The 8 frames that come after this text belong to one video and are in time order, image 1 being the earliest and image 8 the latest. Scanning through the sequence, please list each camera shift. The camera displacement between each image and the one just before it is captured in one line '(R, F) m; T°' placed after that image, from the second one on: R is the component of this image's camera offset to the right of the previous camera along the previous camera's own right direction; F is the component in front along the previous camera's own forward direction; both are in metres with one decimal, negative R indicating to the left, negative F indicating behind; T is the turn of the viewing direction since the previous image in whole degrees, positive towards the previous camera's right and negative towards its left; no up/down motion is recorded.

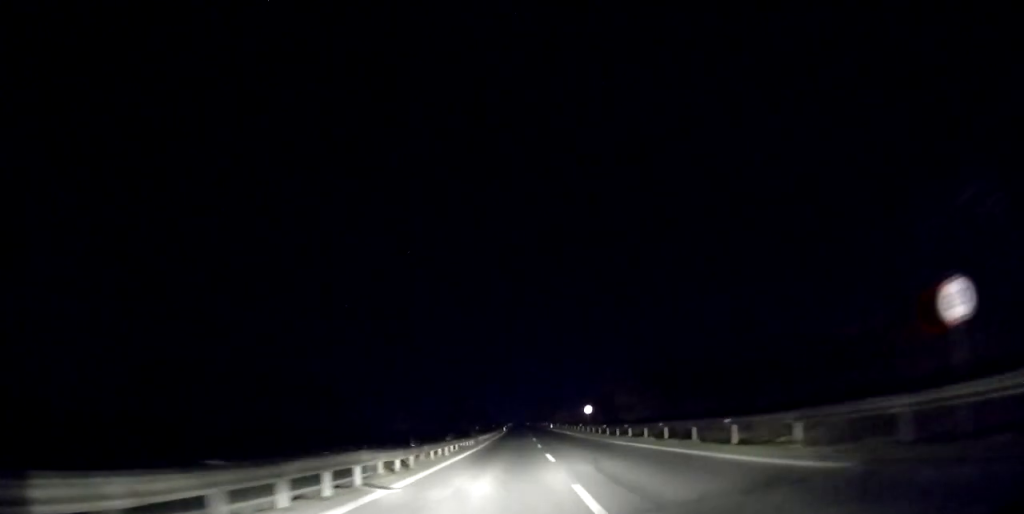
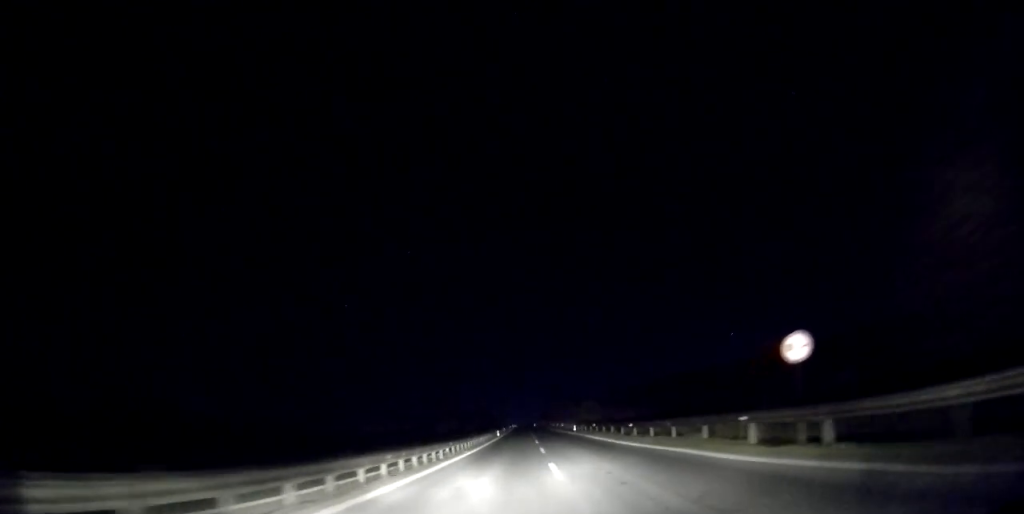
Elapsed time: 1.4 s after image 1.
(-0.1, +41.5) m; 0°
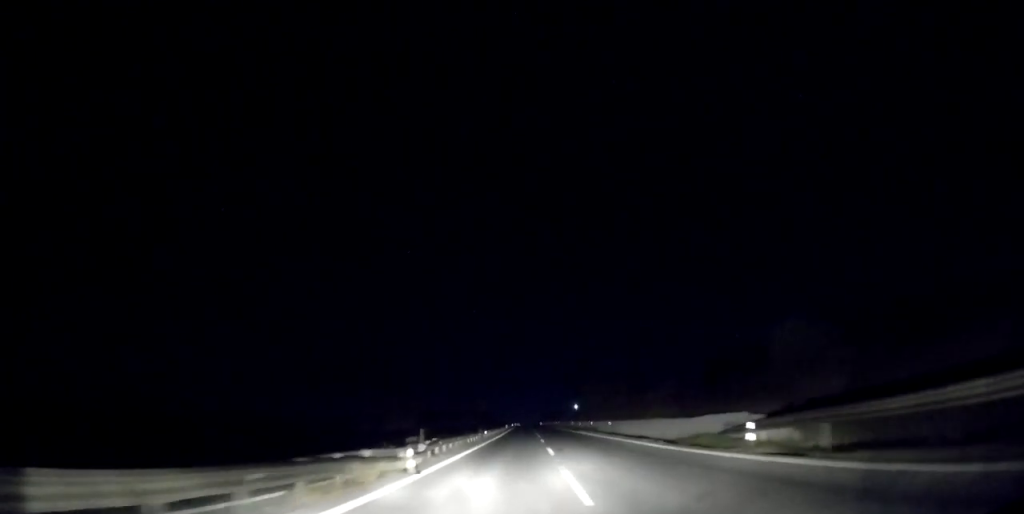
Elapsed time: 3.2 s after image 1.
(-0.8, +51.4) m; -1°
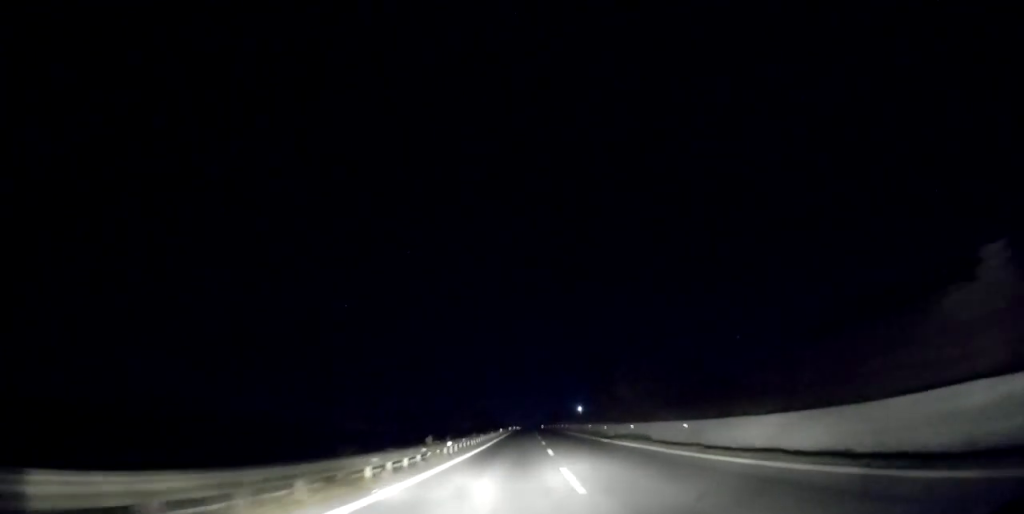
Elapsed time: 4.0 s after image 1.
(+0.4, +21.9) m; +1°
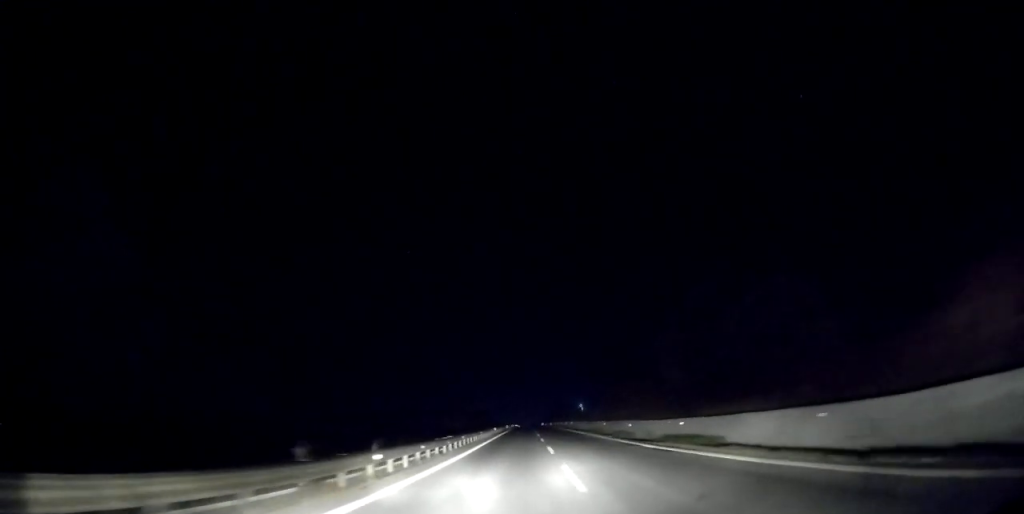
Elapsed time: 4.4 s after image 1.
(0.0, +11.7) m; 0°
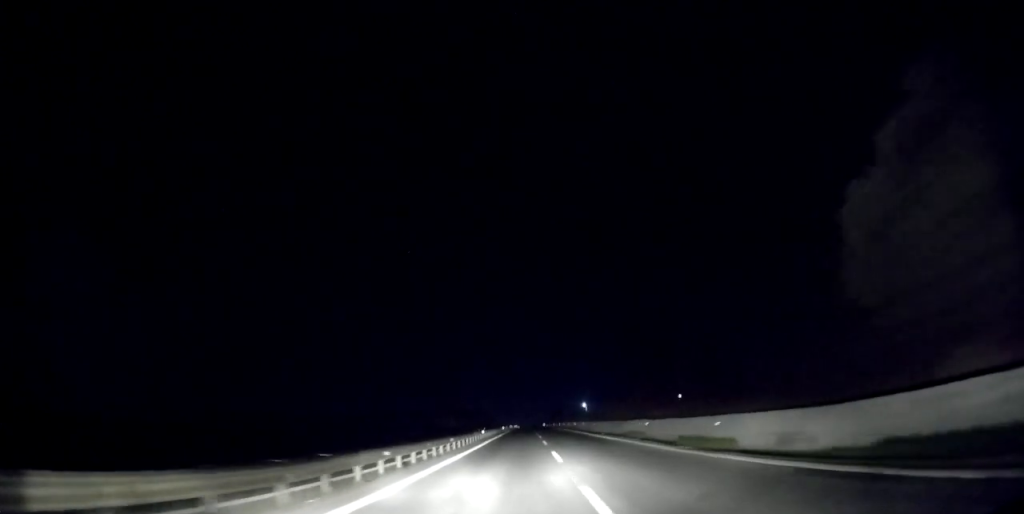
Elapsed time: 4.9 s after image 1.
(0.0, +16.6) m; 0°
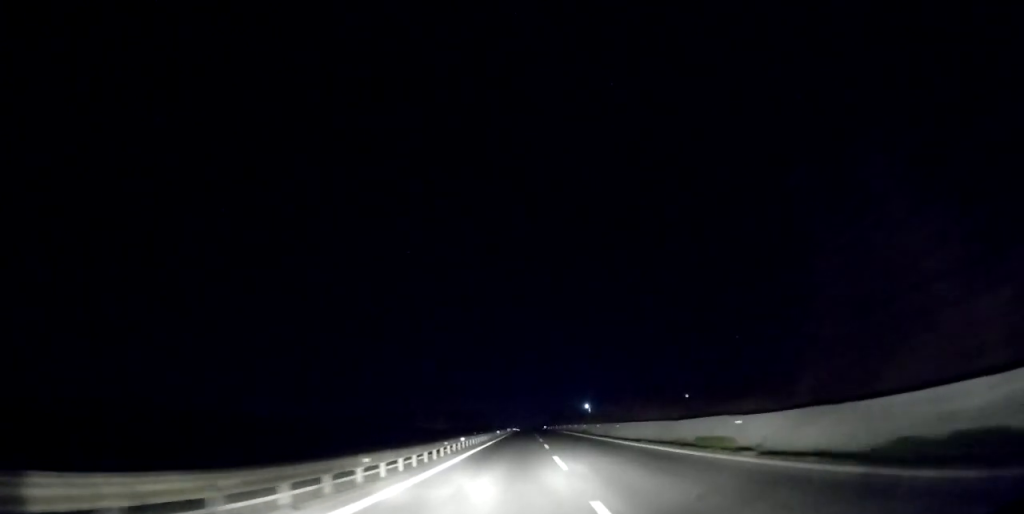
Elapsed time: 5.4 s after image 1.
(0.0, +13.7) m; 0°
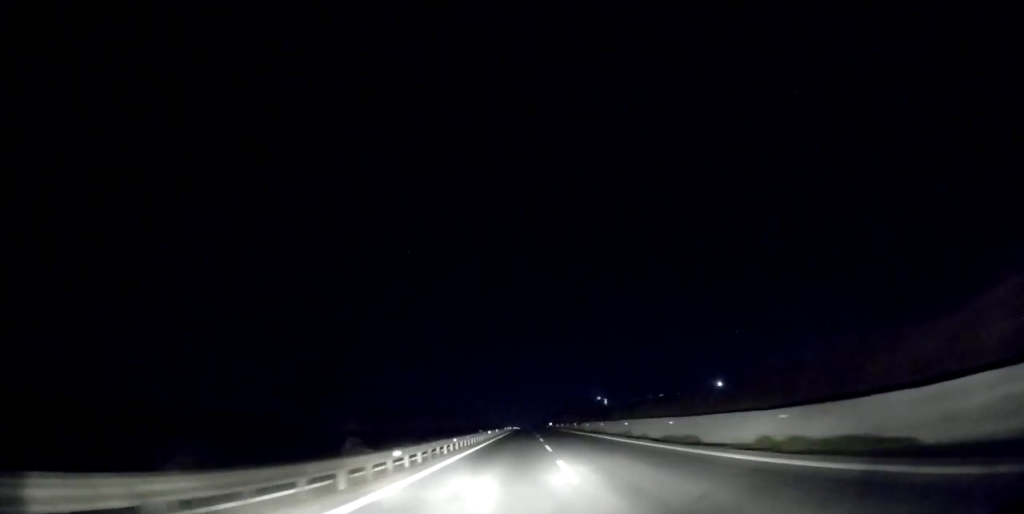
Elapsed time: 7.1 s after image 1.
(-0.8, +51.3) m; -1°
